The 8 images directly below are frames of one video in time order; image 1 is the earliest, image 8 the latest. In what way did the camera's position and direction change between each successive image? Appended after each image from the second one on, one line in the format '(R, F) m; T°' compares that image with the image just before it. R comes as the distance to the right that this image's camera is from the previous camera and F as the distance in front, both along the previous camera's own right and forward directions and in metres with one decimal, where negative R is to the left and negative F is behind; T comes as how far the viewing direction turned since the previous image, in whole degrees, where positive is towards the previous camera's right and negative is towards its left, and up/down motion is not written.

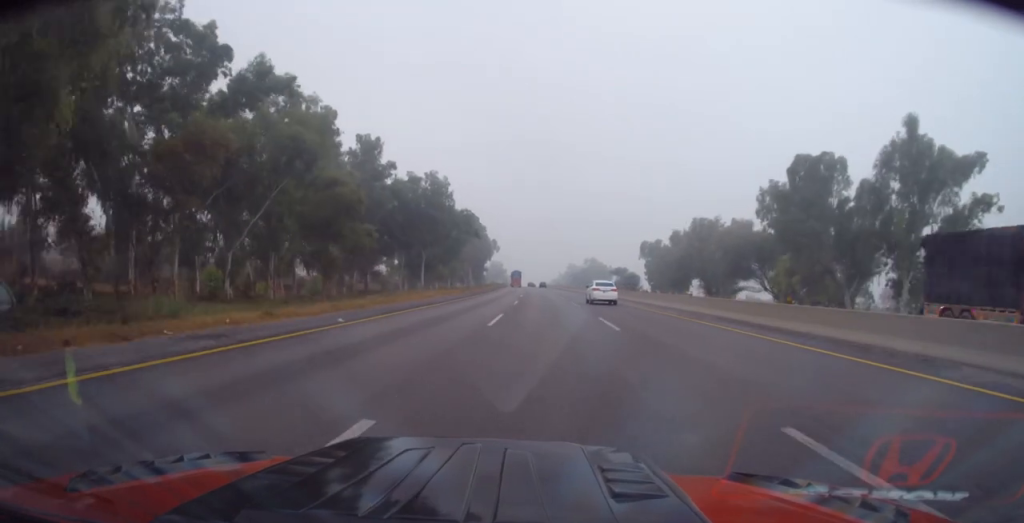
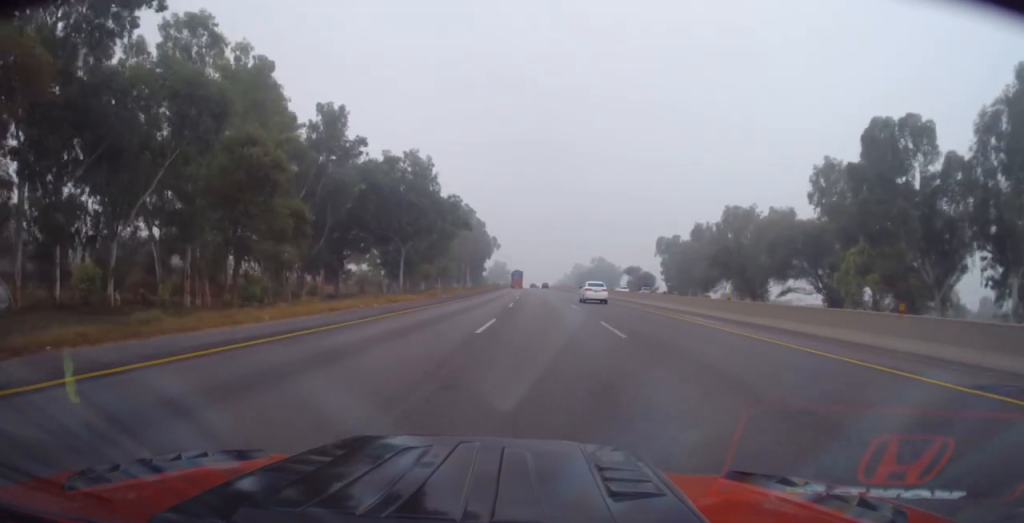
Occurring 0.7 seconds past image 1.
(+0.1, +20.0) m; -1°
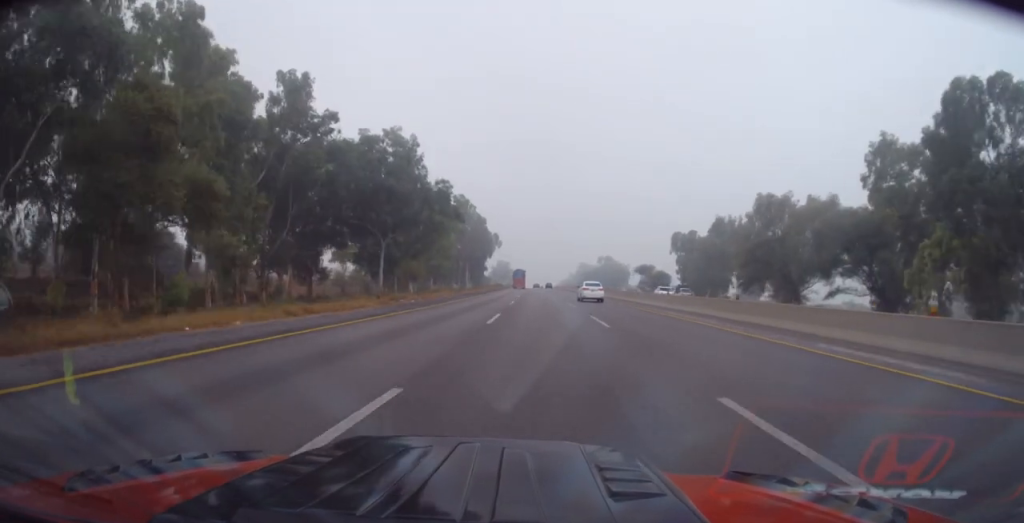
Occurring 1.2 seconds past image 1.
(+0.2, +14.3) m; -1°
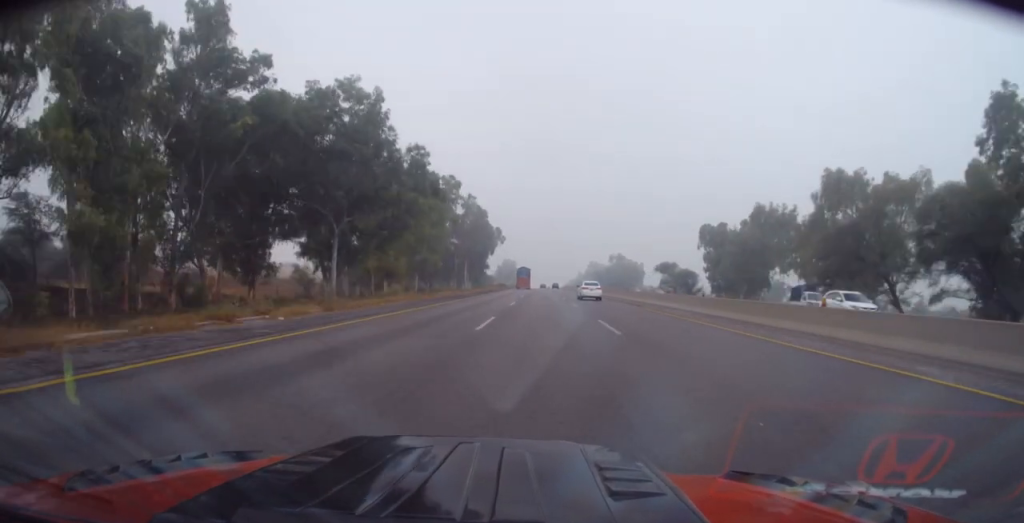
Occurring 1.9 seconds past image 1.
(-0.8, +20.8) m; -2°
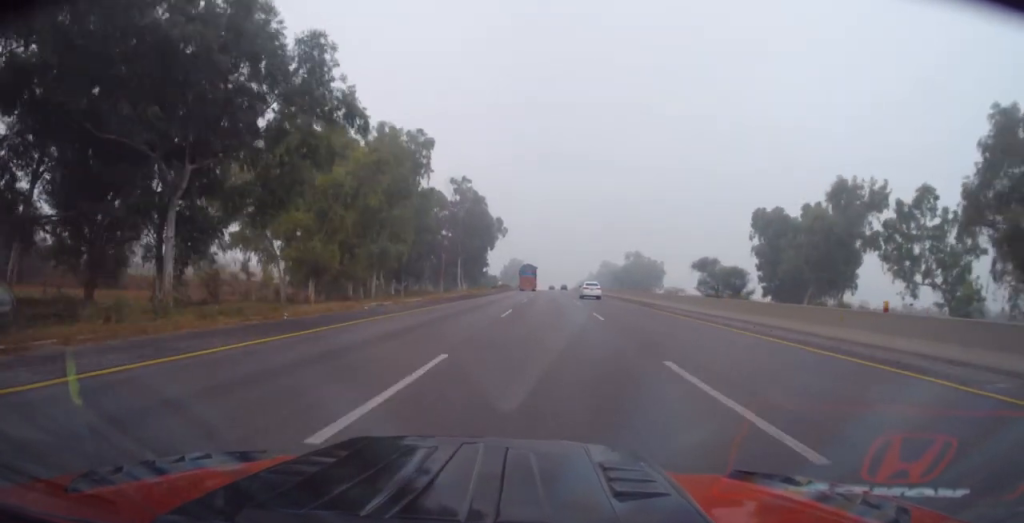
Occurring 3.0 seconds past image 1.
(-0.2, +29.3) m; 0°
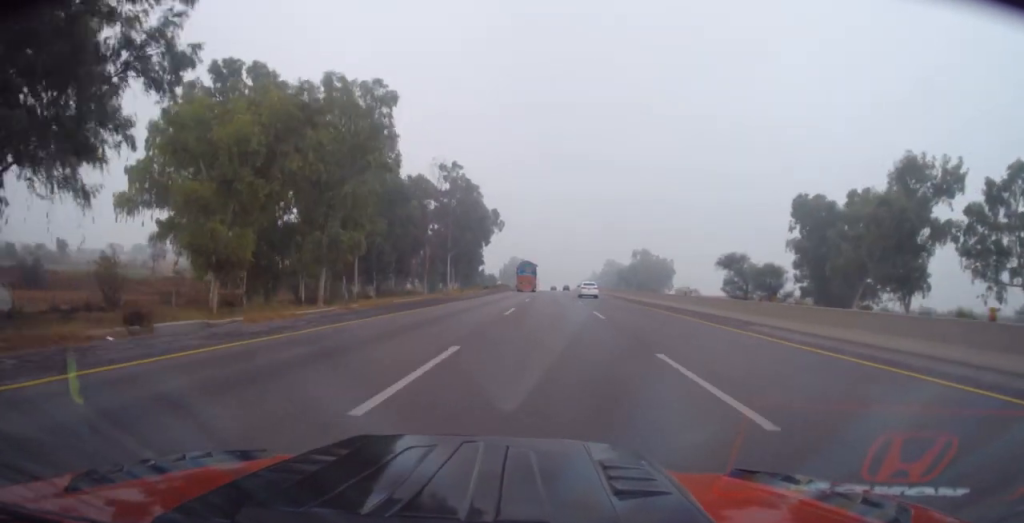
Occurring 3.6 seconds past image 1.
(+0.1, +17.0) m; 0°
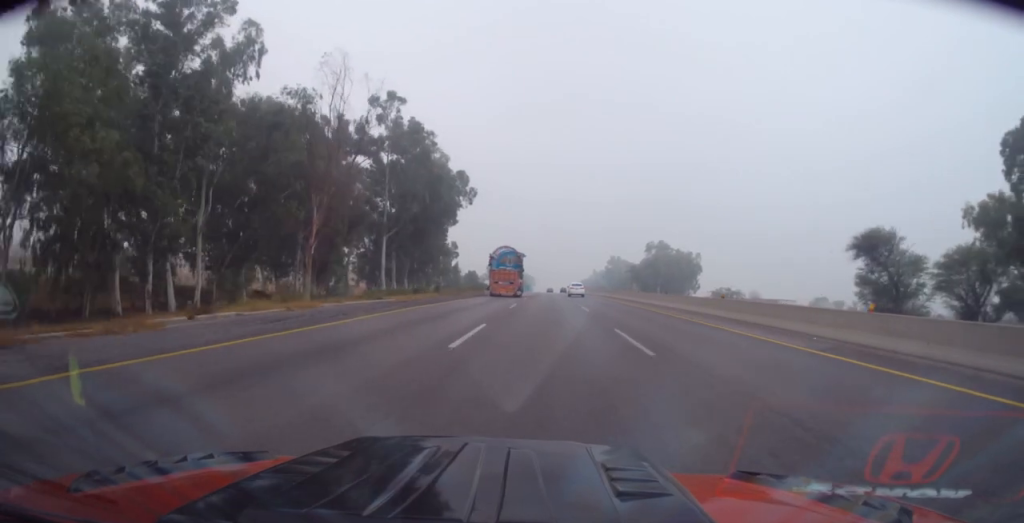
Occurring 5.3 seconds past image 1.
(+0.3, +48.8) m; 0°
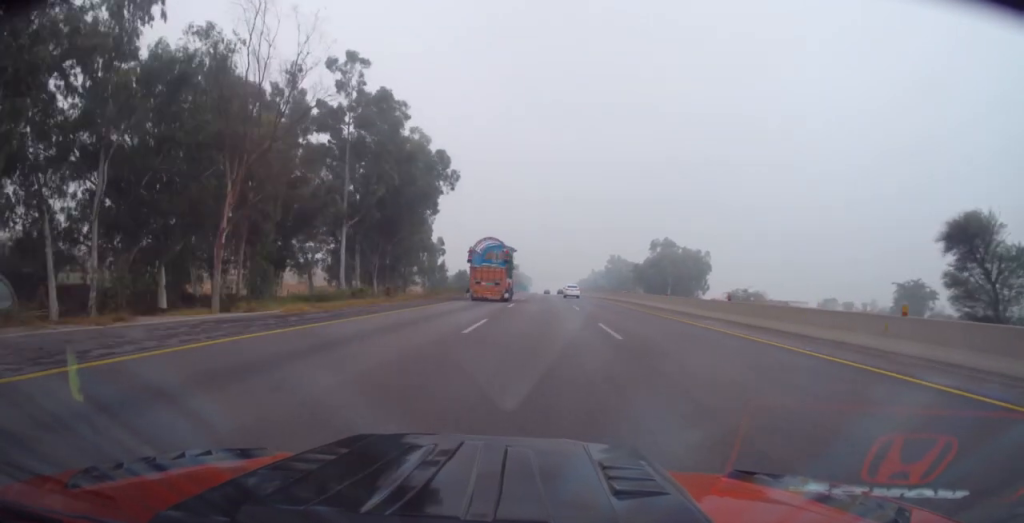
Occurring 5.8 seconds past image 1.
(0.0, +14.9) m; 0°
